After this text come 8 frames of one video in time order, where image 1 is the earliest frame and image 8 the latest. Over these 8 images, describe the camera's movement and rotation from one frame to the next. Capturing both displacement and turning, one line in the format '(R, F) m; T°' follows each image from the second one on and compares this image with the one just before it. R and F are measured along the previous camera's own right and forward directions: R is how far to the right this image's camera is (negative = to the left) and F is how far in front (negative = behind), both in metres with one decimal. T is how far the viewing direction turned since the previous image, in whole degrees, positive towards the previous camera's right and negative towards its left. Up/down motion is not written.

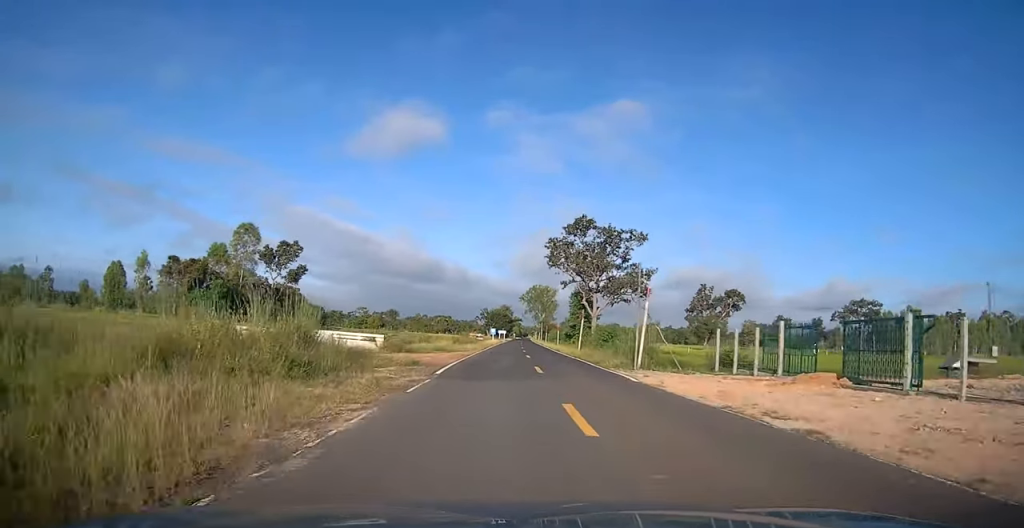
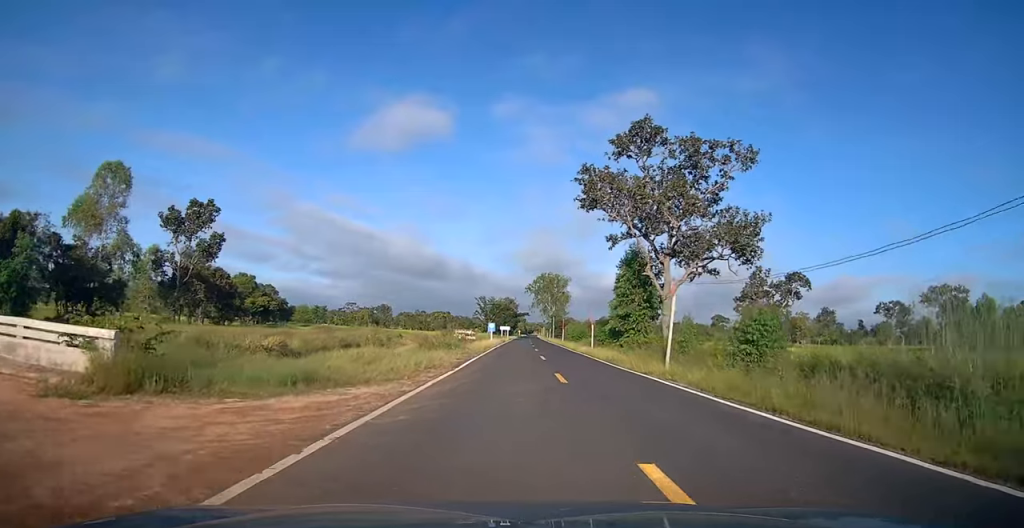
(-0.1, +27.8) m; 0°
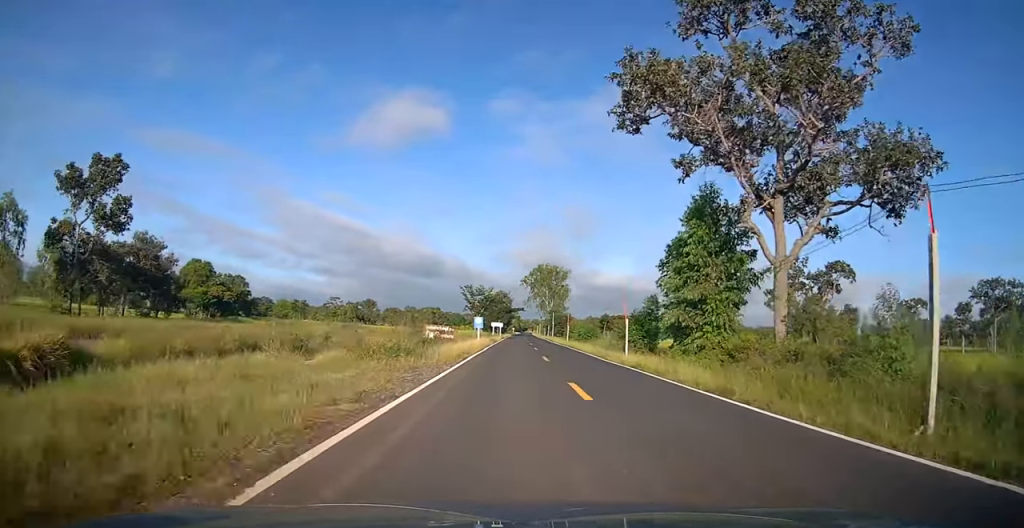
(+0.1, +16.2) m; 0°
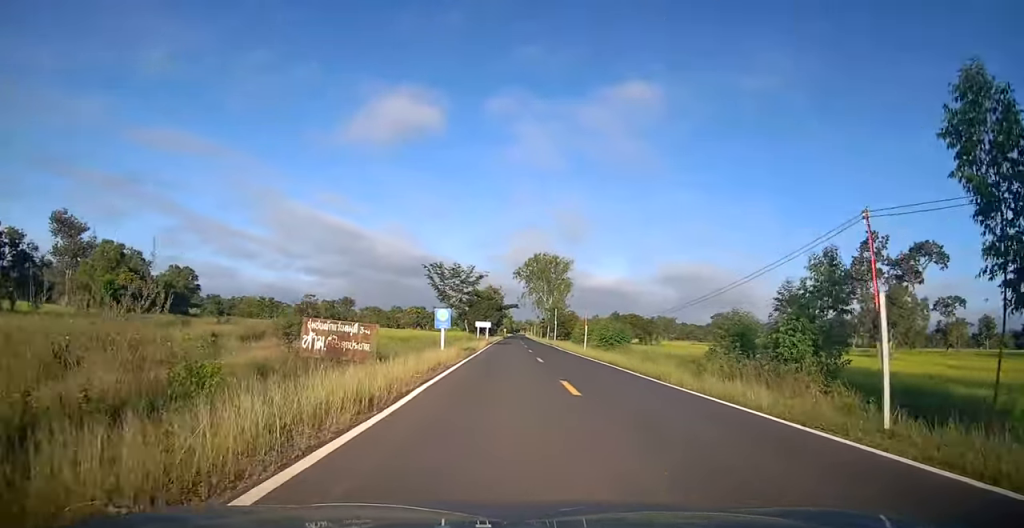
(0.0, +22.9) m; +1°
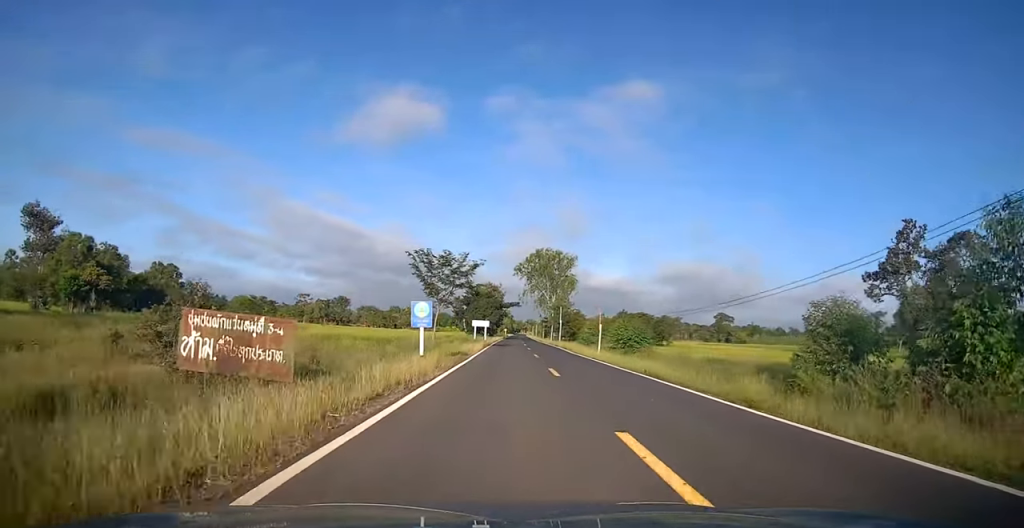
(+0.1, +7.2) m; 0°
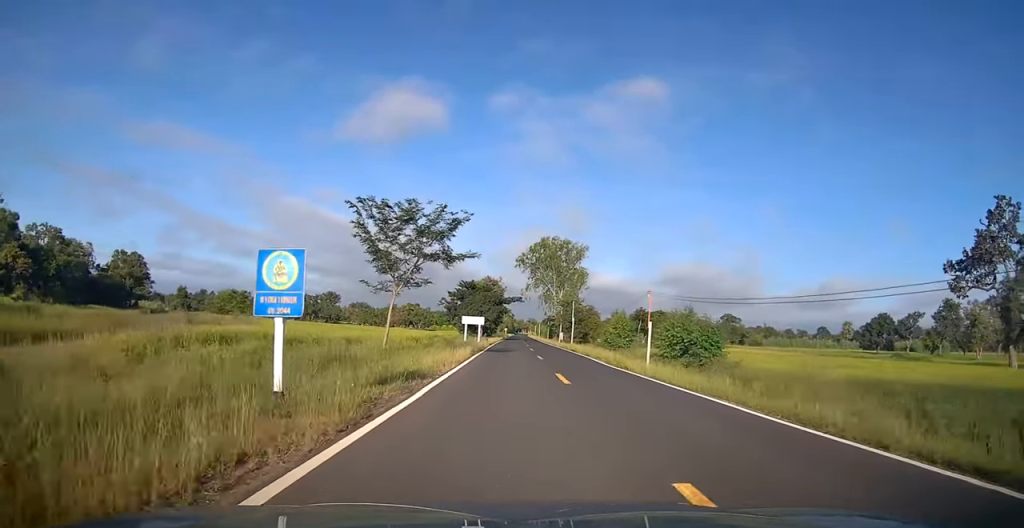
(0.0, +14.1) m; 0°
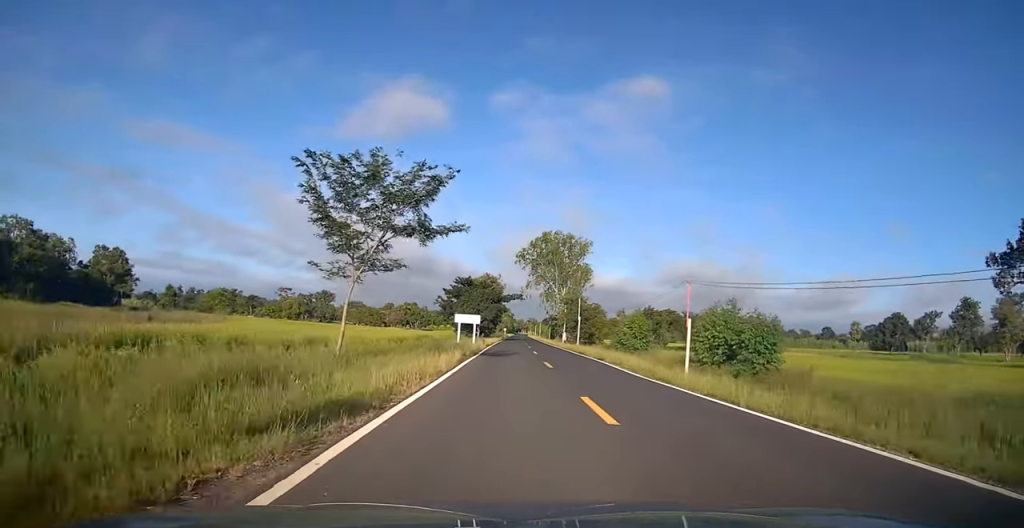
(0.0, +5.9) m; 0°
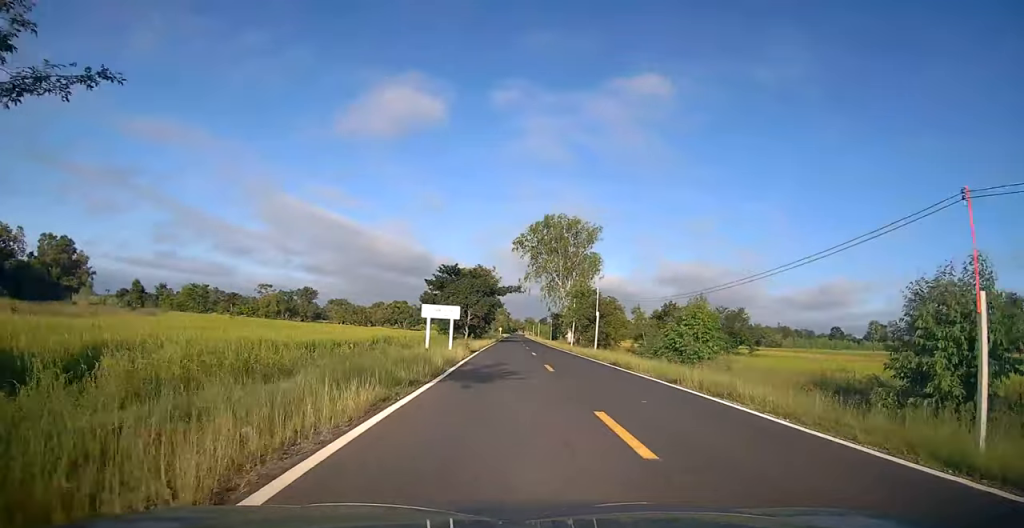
(-0.1, +14.4) m; +1°
